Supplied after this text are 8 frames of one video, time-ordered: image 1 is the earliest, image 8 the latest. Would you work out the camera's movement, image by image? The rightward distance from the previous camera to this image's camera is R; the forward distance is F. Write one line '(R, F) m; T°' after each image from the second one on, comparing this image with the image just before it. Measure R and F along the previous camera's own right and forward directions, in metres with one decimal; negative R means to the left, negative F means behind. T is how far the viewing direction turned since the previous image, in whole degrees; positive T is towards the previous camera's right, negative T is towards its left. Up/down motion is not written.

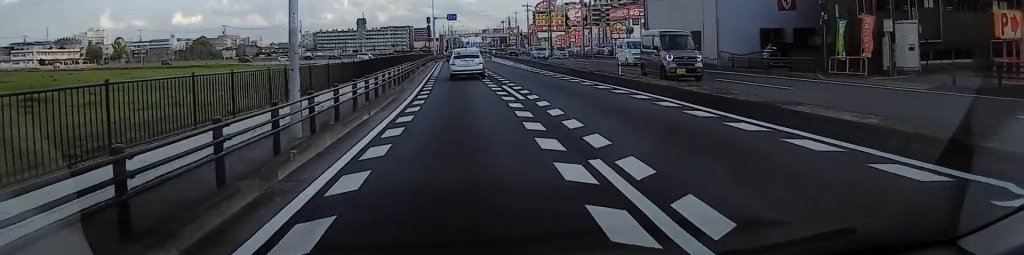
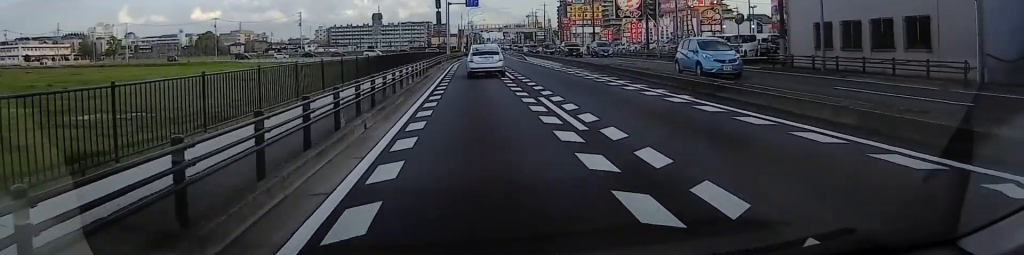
(+0.1, +22.1) m; -2°
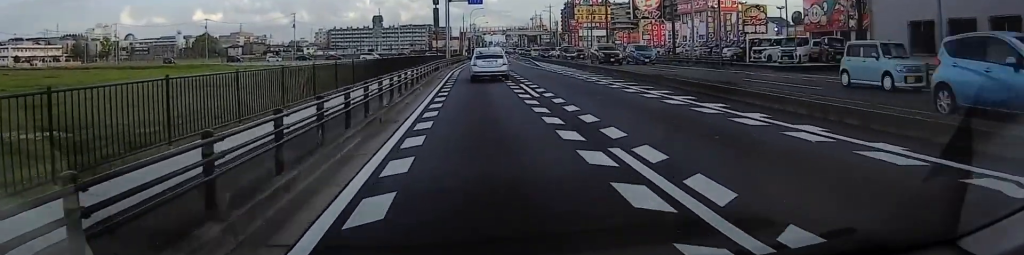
(-0.4, +8.0) m; +2°
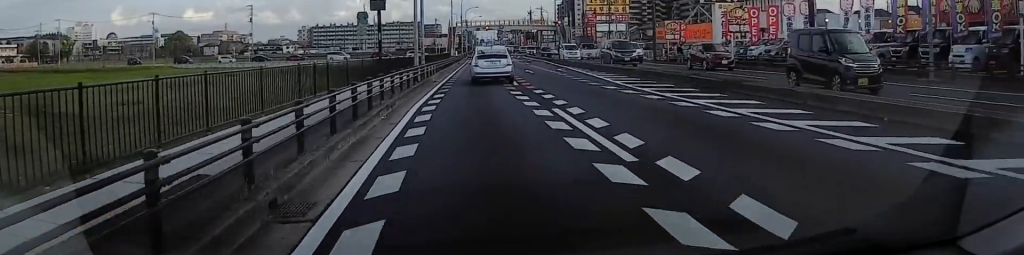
(+0.5, +24.8) m; 0°
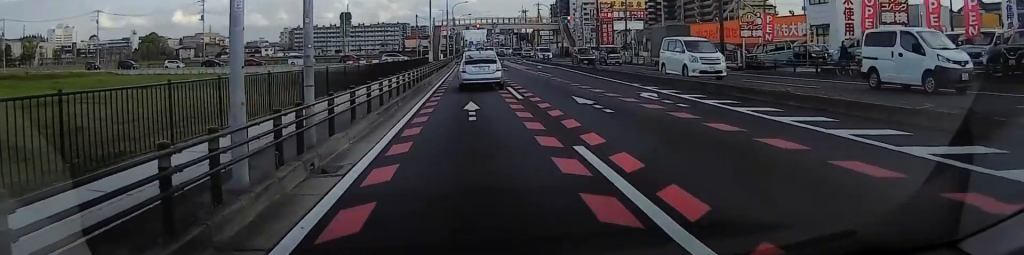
(-0.1, +19.9) m; +2°
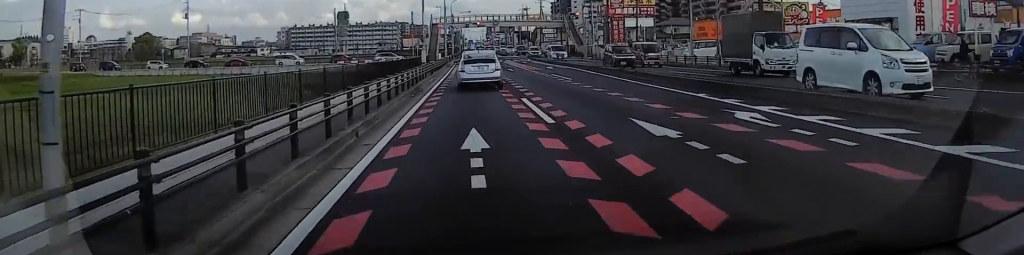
(0.0, +6.3) m; +1°
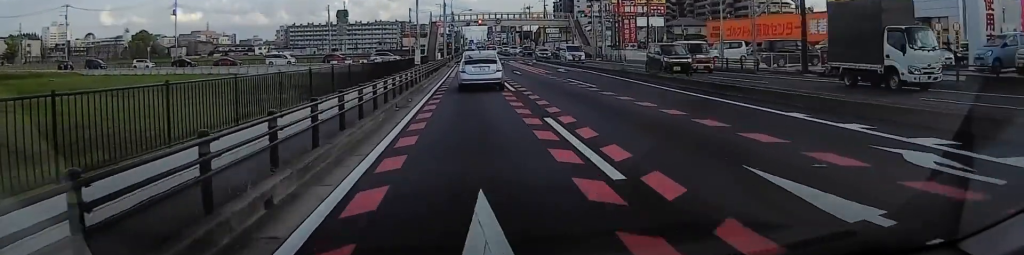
(-0.1, +5.5) m; +1°
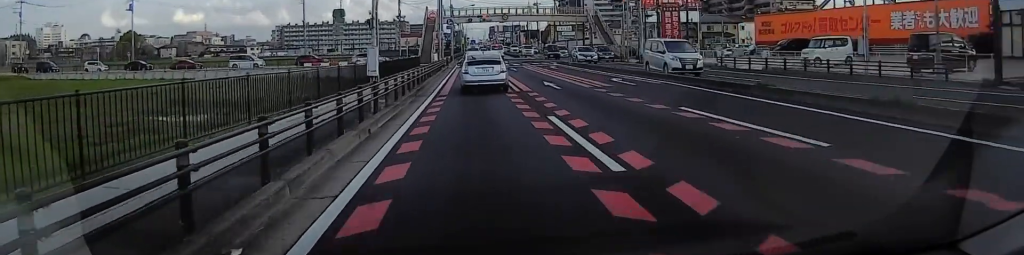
(+0.4, +14.8) m; -1°
